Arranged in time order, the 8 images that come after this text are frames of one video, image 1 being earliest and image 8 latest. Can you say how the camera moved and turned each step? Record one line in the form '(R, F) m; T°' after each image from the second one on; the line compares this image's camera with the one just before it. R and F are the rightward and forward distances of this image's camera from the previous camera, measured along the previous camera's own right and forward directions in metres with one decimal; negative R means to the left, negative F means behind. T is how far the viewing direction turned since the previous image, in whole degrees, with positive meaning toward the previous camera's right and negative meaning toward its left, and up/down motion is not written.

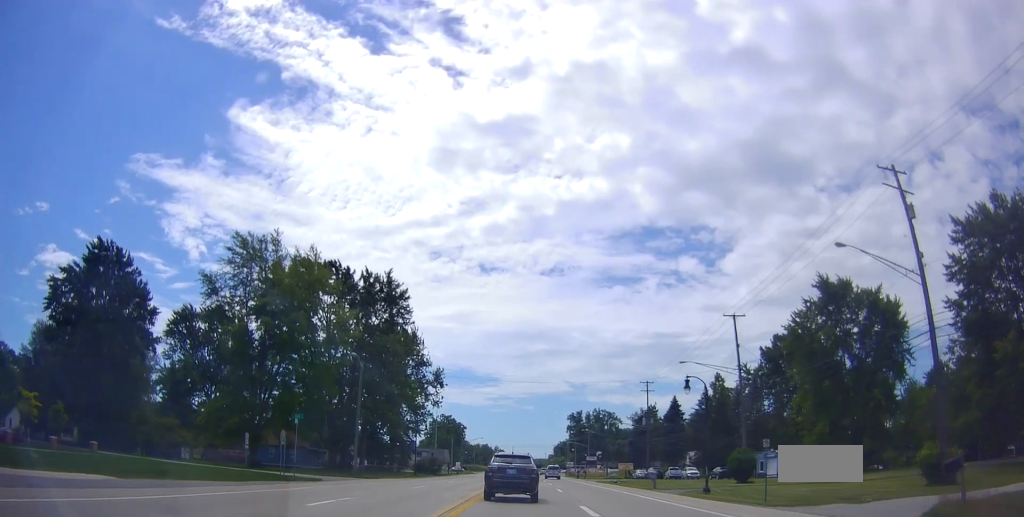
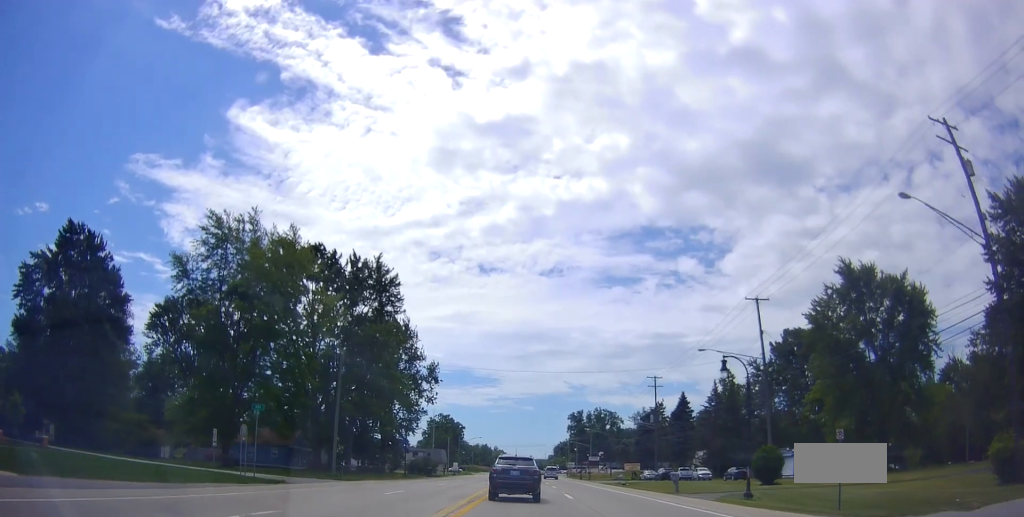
(+0.4, +6.2) m; +2°
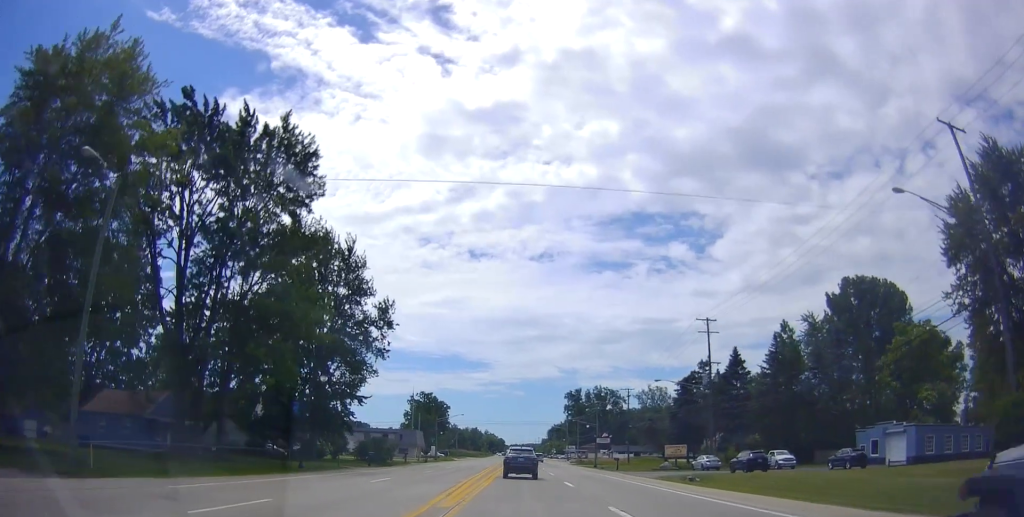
(0.0, +29.0) m; +2°
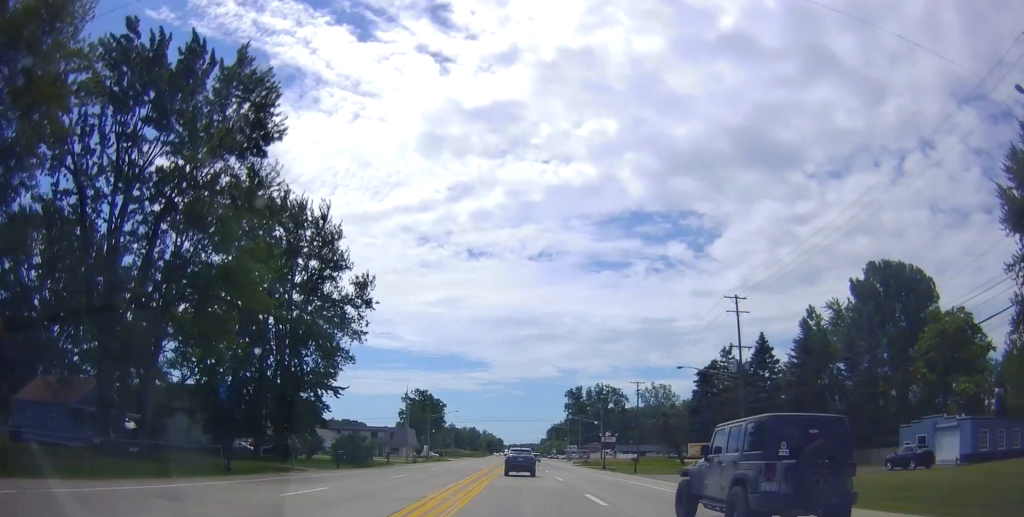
(+0.2, +8.6) m; +2°
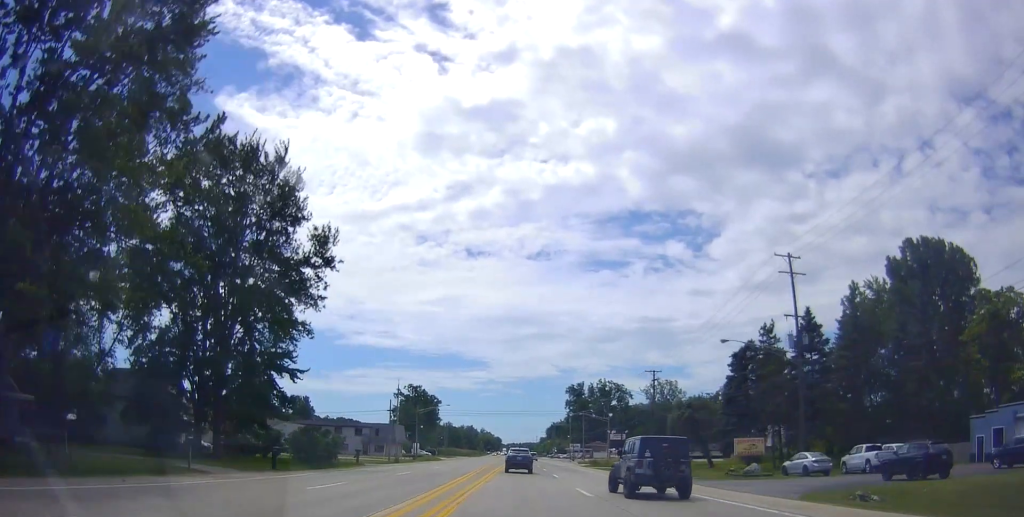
(+0.2, +11.2) m; -1°
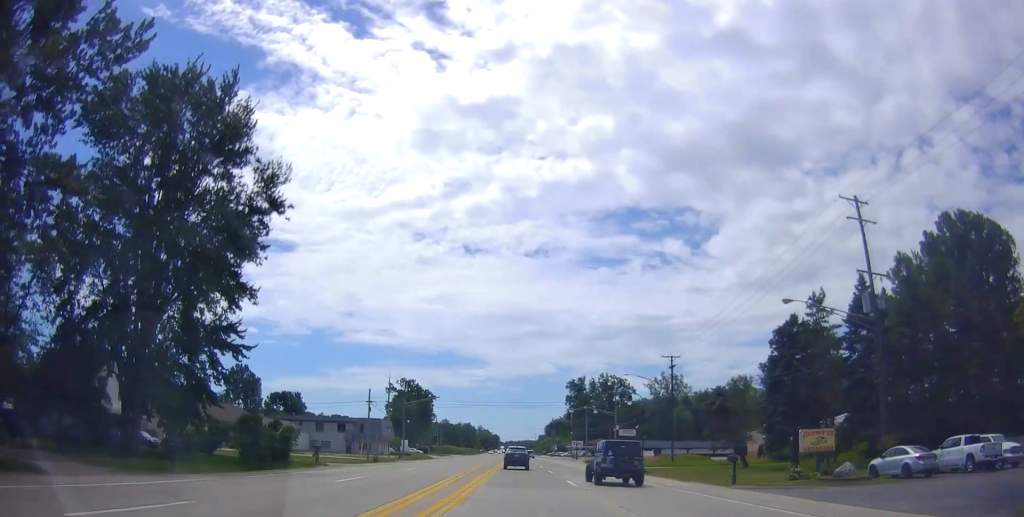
(-0.3, +10.0) m; -1°
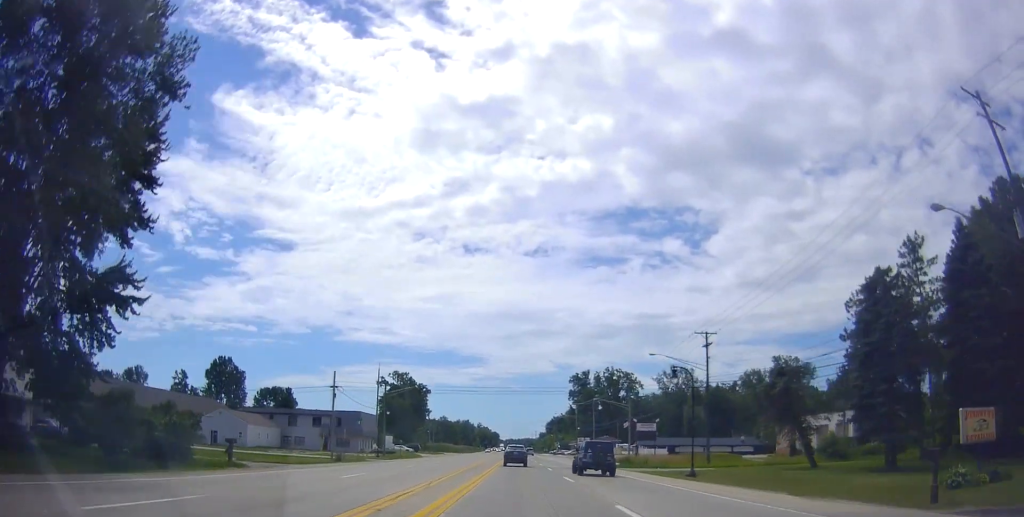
(0.0, +13.1) m; 0°
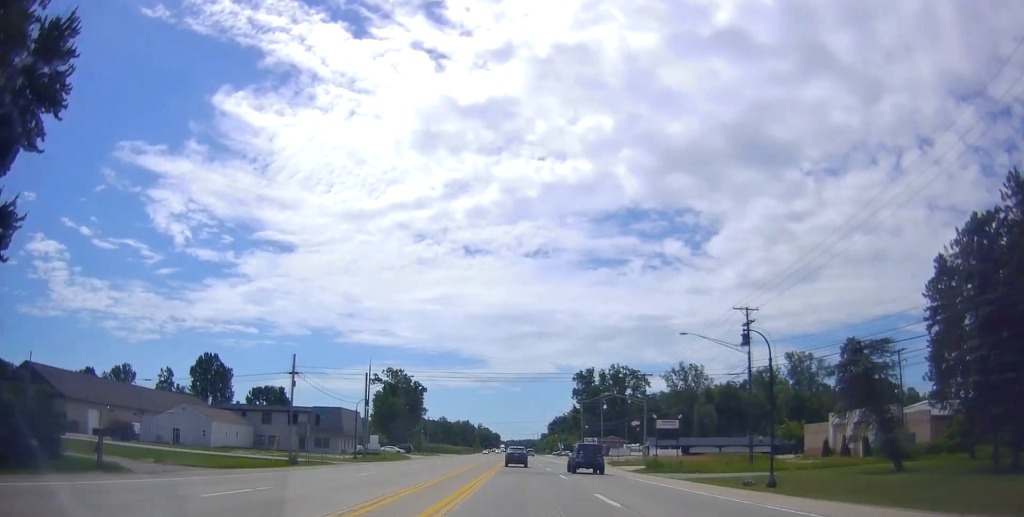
(0.0, +10.4) m; 0°
